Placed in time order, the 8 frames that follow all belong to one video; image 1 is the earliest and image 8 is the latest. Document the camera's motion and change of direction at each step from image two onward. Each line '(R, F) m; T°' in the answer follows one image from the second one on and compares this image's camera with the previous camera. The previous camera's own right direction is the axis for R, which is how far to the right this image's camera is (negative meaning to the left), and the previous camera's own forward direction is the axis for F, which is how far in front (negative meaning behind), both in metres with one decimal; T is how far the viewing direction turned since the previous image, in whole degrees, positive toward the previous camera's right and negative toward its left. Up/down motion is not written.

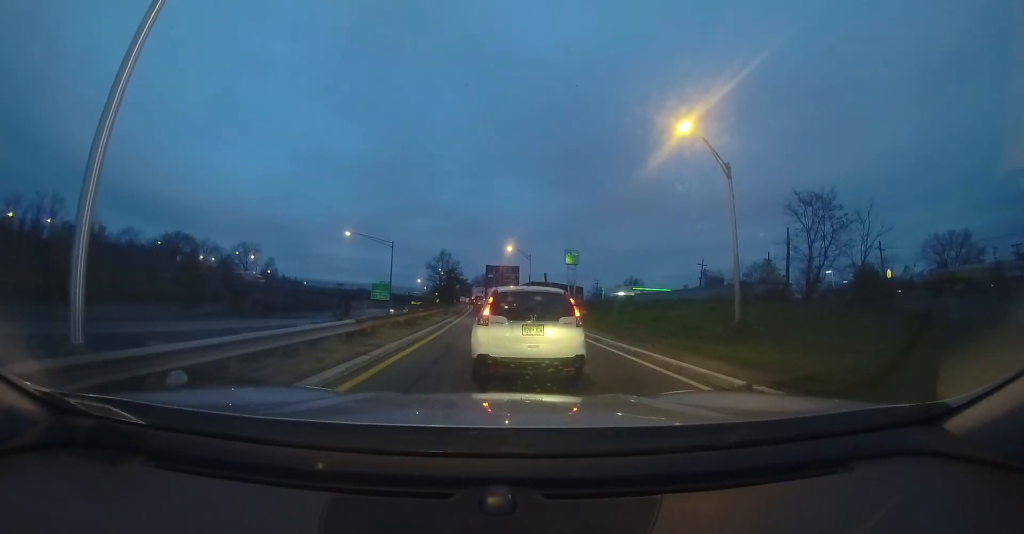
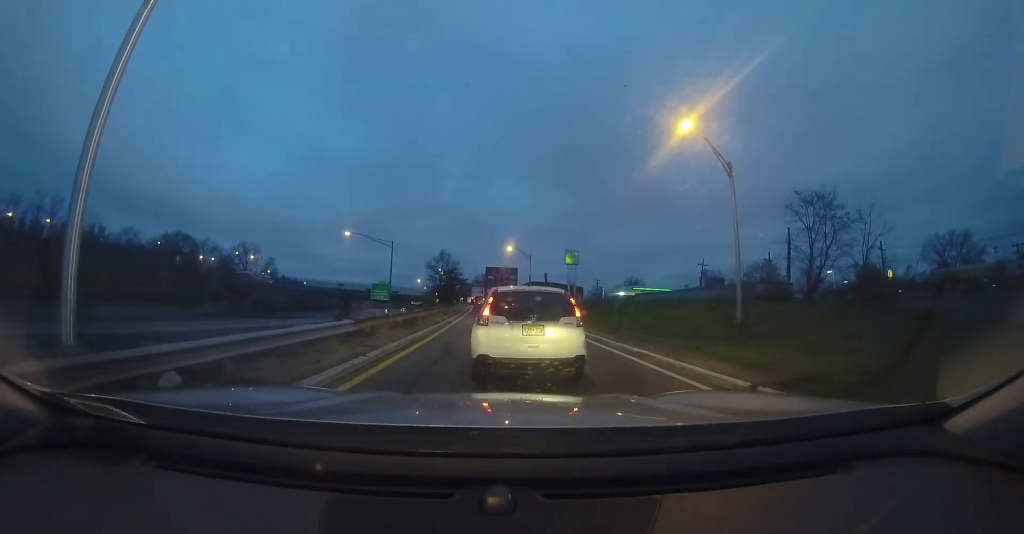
(0.0, 0.0) m; 0°
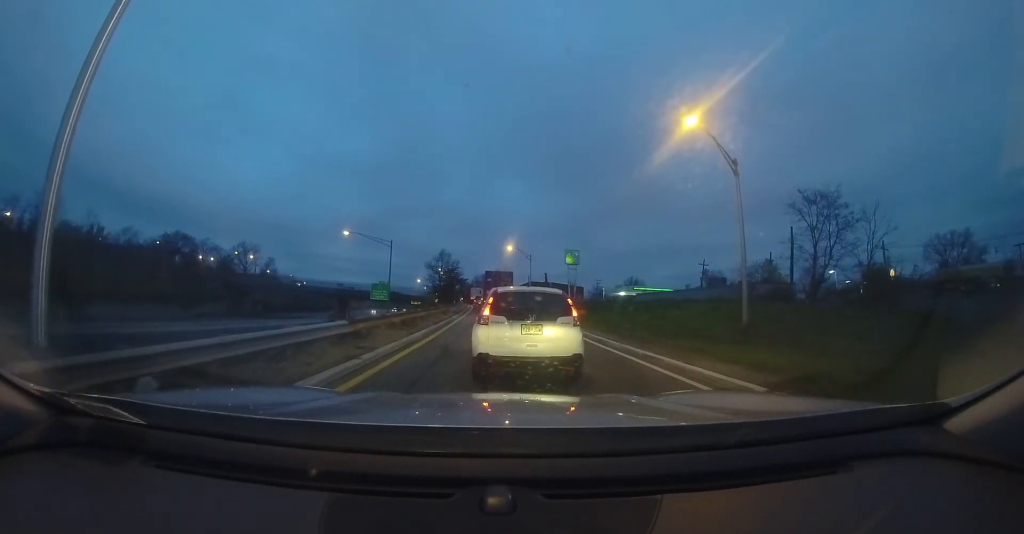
(0.0, 0.0) m; 0°
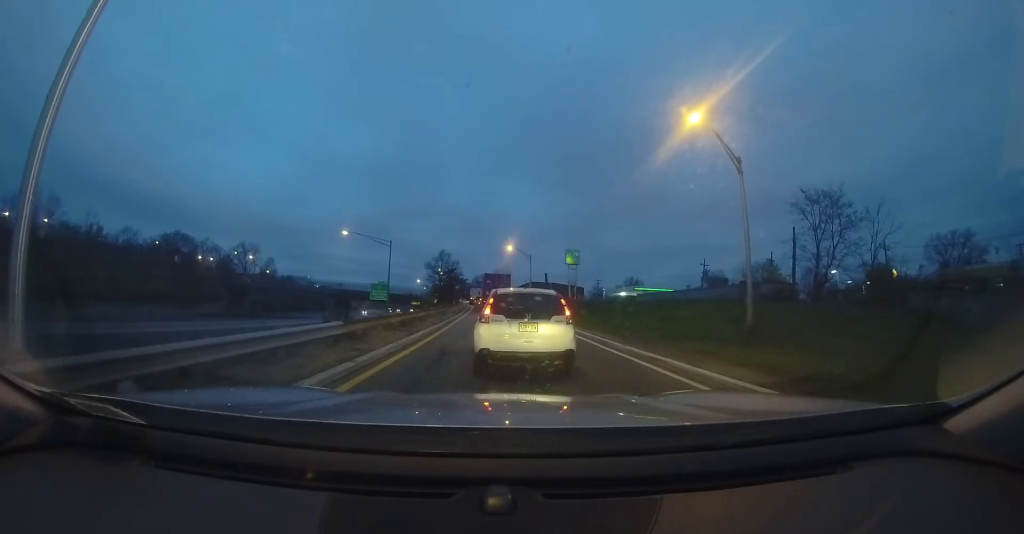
(0.0, 0.0) m; 0°
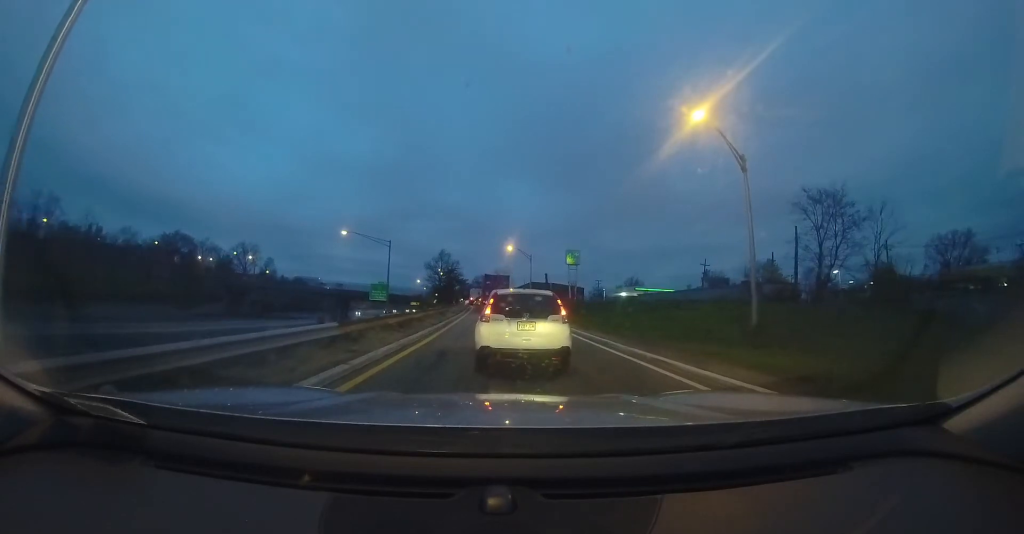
(0.0, 0.0) m; 0°
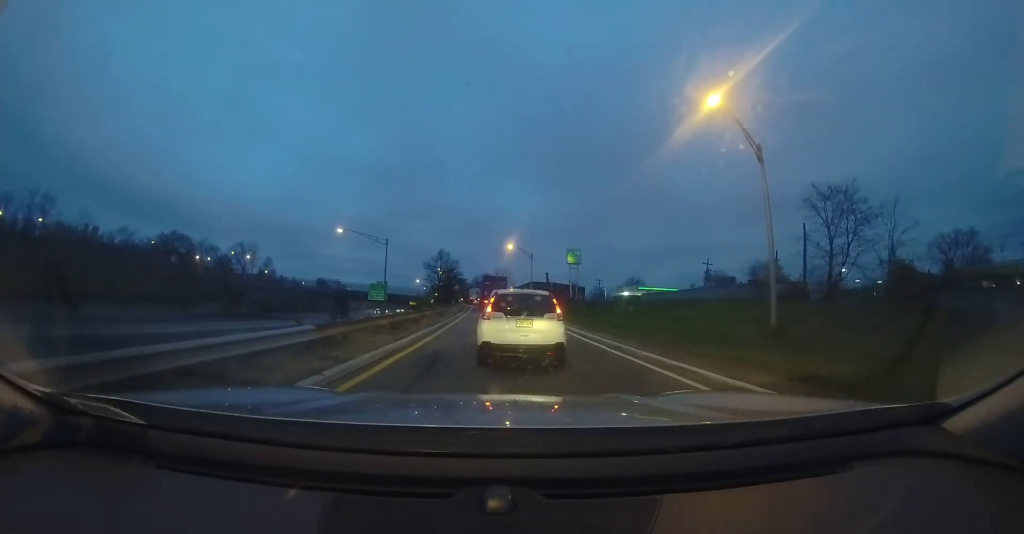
(0.0, +0.3) m; 0°
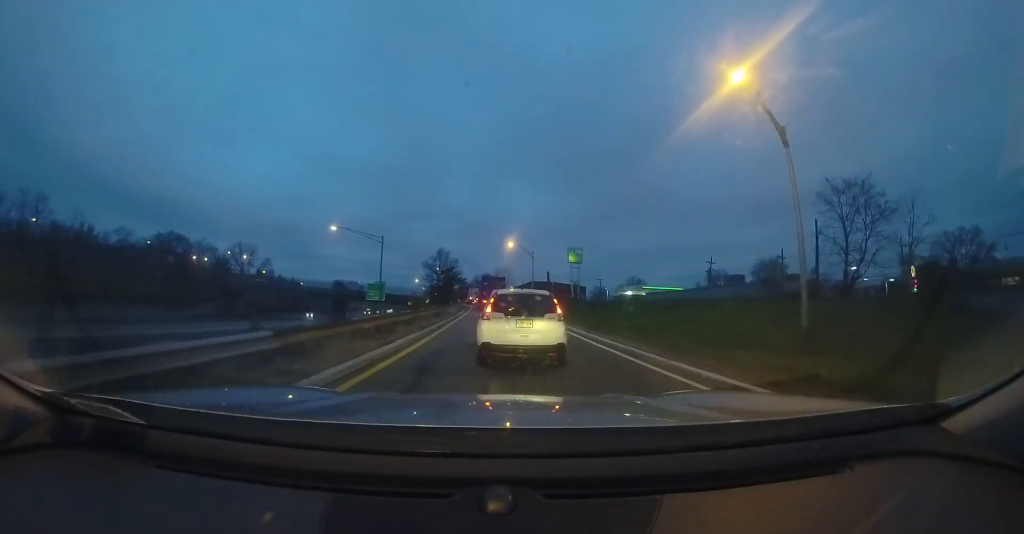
(+0.1, +0.9) m; +1°
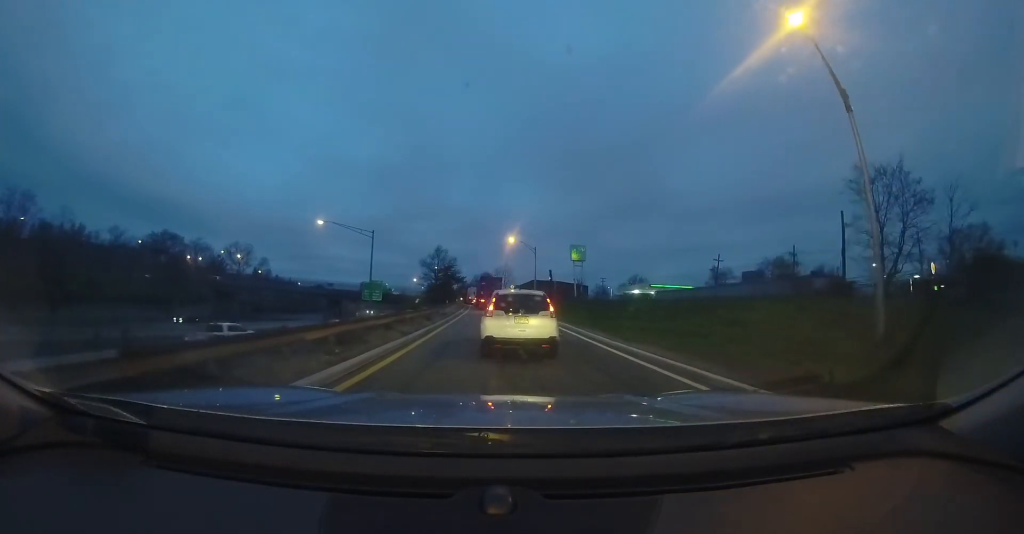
(+0.1, +2.7) m; 0°
